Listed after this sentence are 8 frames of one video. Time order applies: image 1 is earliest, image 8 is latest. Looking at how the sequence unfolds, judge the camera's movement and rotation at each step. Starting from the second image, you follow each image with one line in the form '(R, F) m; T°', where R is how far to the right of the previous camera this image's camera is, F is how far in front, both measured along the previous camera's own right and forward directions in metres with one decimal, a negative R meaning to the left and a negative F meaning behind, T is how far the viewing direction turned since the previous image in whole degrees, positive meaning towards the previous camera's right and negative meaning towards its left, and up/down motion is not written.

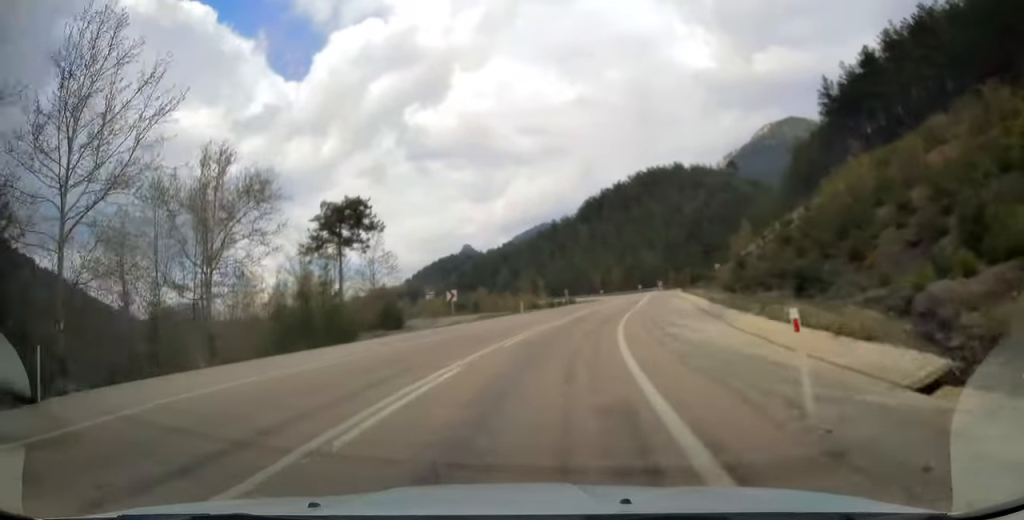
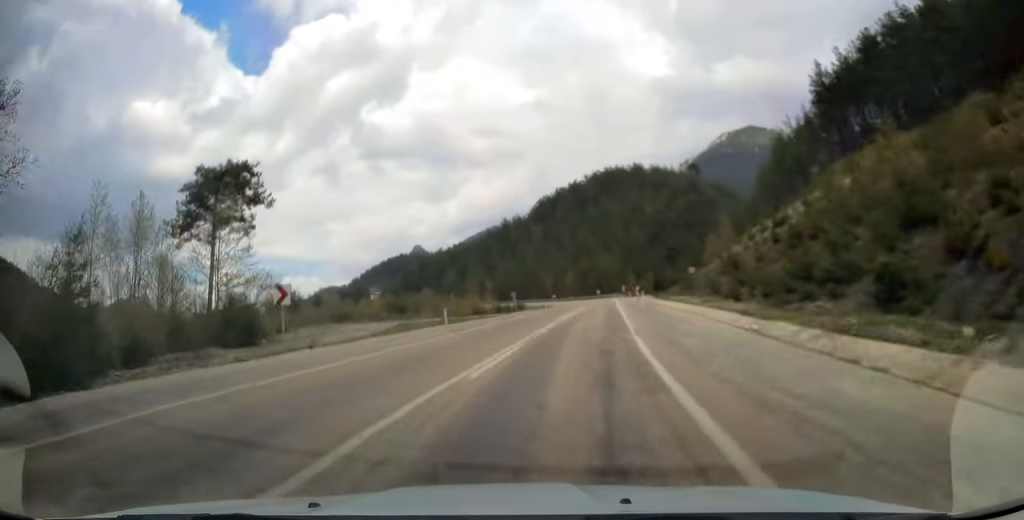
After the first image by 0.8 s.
(+0.8, +17.6) m; +4°
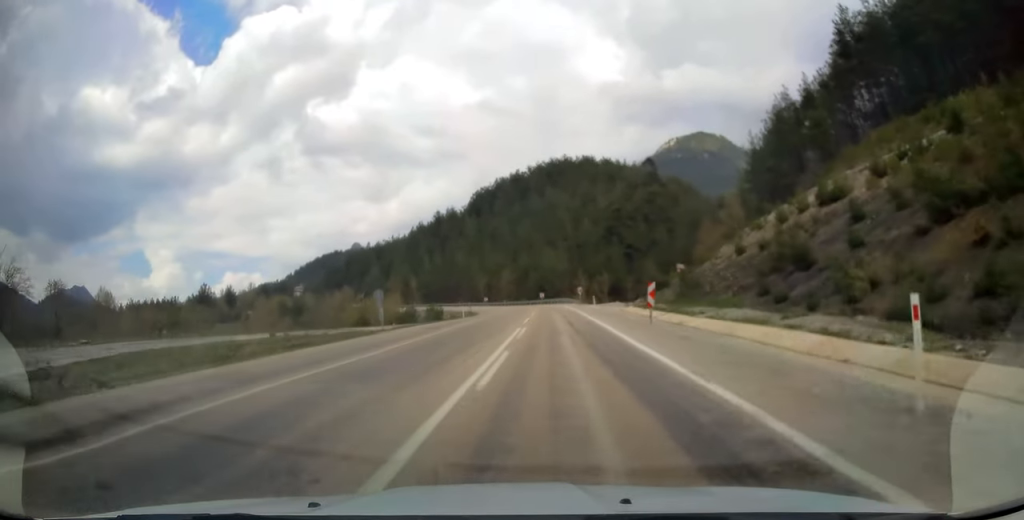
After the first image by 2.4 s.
(+1.8, +34.3) m; +6°
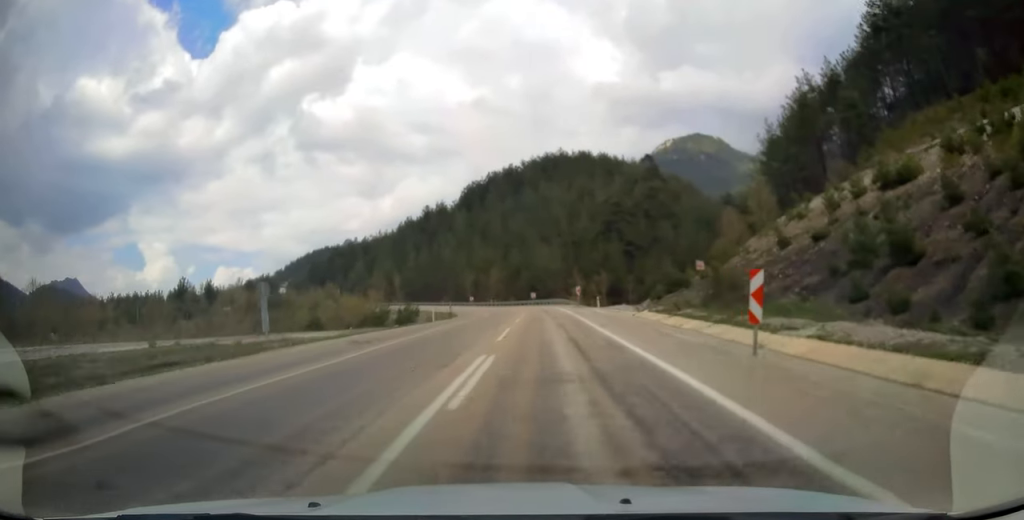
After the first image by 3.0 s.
(+0.4, +13.0) m; +1°
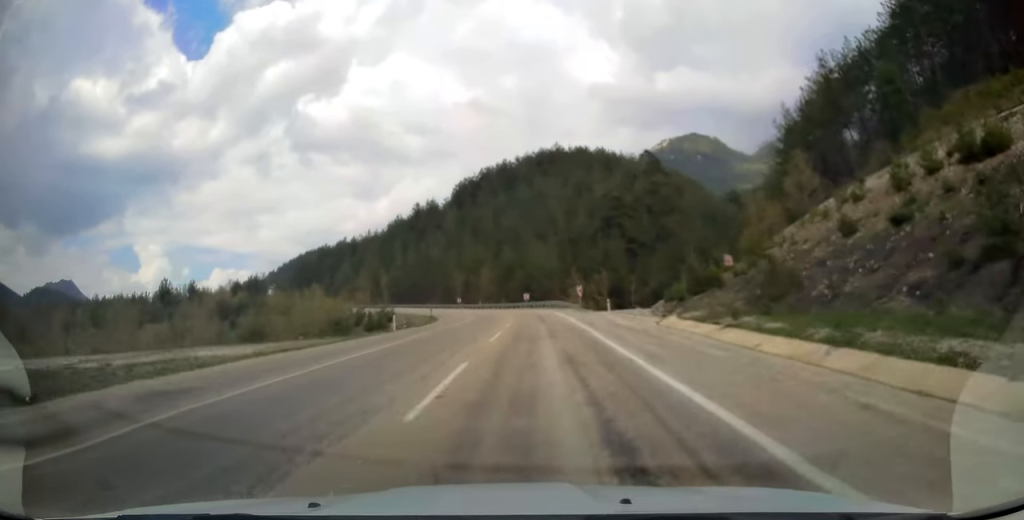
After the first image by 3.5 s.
(+0.1, +11.6) m; 0°
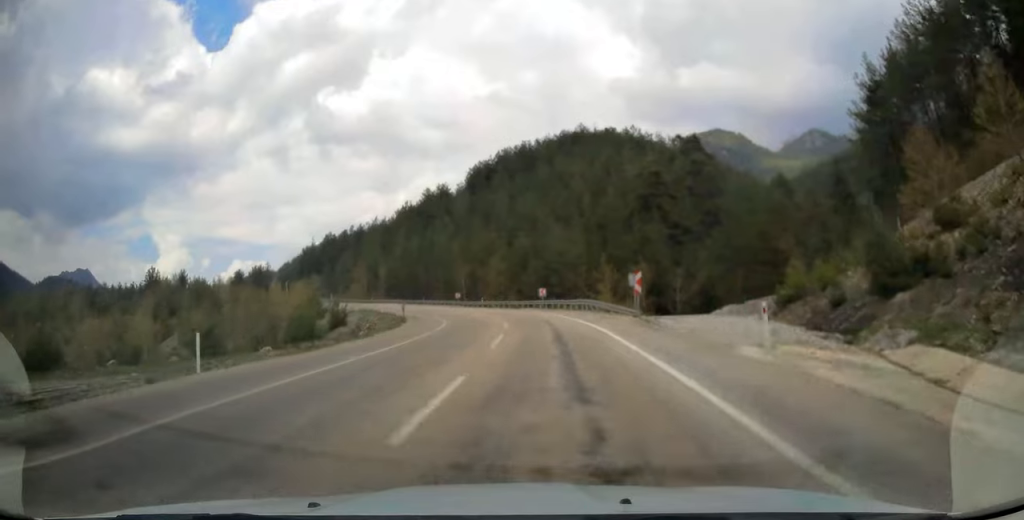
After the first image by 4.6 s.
(-0.4, +24.4) m; -3°
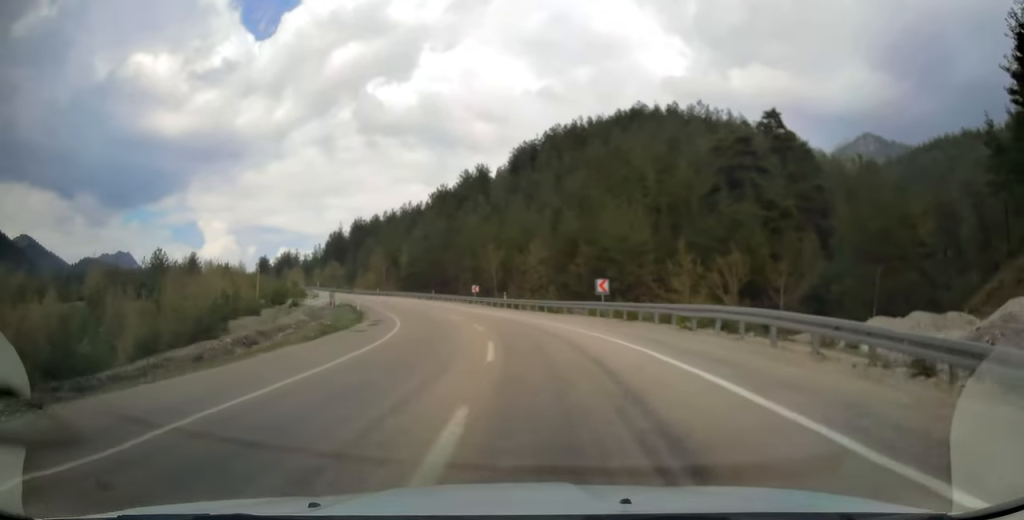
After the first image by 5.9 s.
(-0.9, +26.3) m; -5°
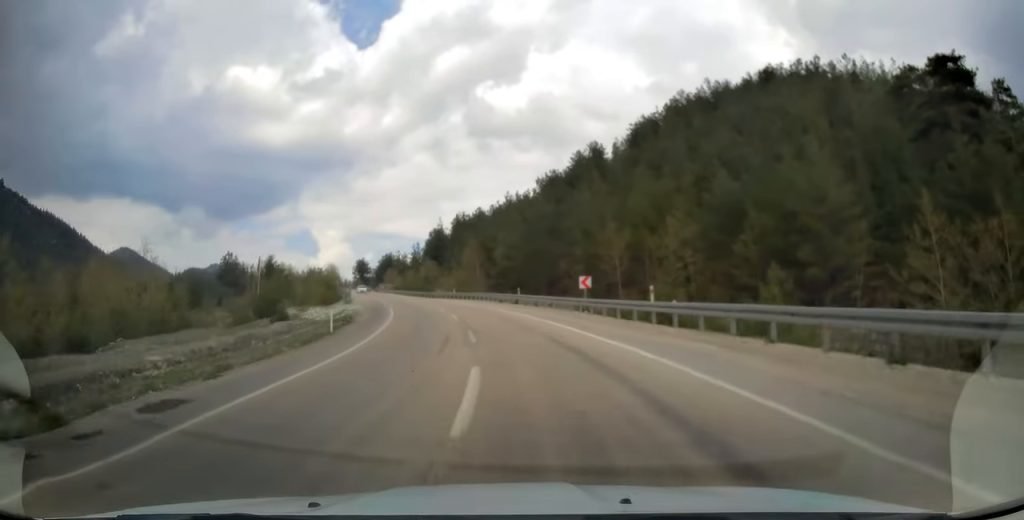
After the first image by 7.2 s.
(-2.0, +28.9) m; -10°
